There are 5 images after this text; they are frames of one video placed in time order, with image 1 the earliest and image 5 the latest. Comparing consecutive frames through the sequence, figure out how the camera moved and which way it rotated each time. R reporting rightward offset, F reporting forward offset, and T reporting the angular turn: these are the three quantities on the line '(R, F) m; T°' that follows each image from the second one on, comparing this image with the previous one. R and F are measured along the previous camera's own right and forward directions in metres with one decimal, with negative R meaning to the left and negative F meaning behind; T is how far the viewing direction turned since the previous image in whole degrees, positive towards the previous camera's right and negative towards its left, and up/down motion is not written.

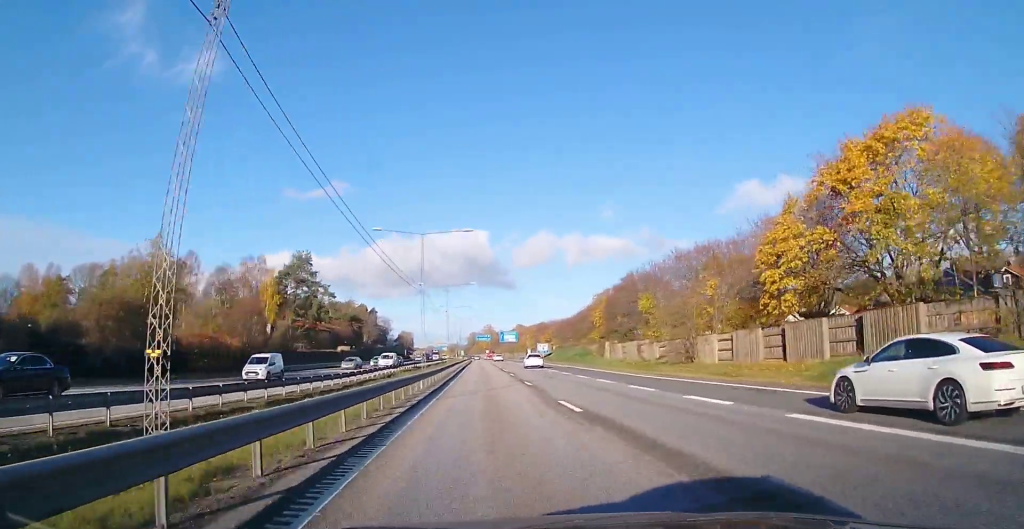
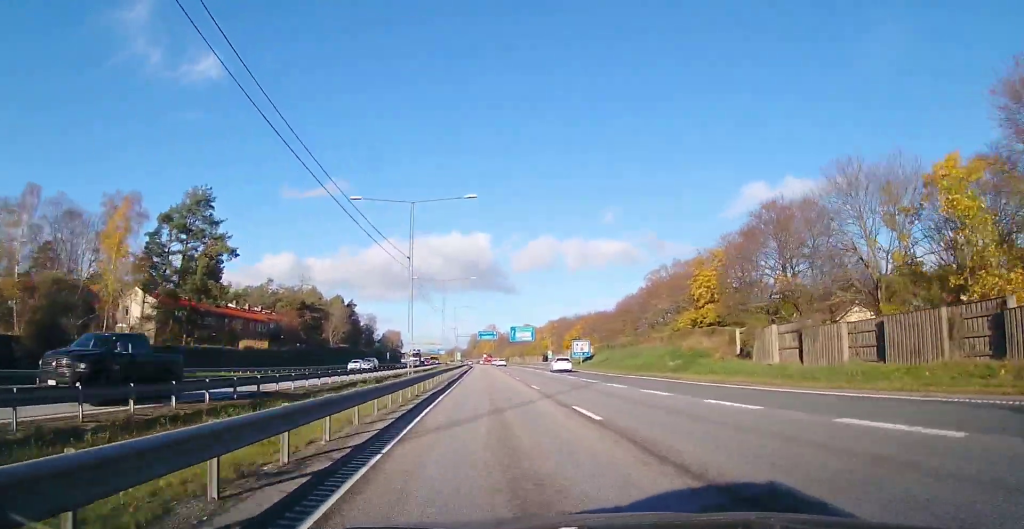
(+0.1, +49.6) m; 0°
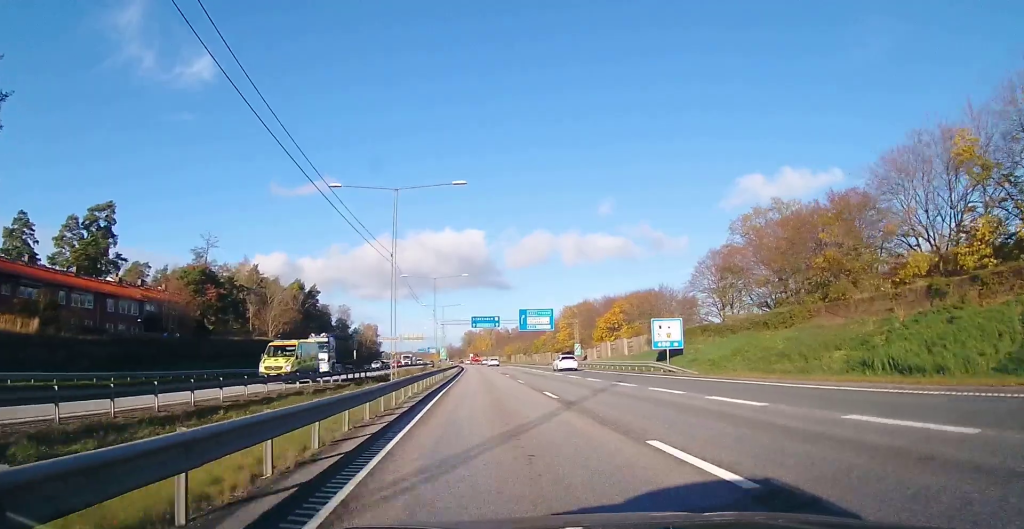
(-0.1, +42.5) m; 0°
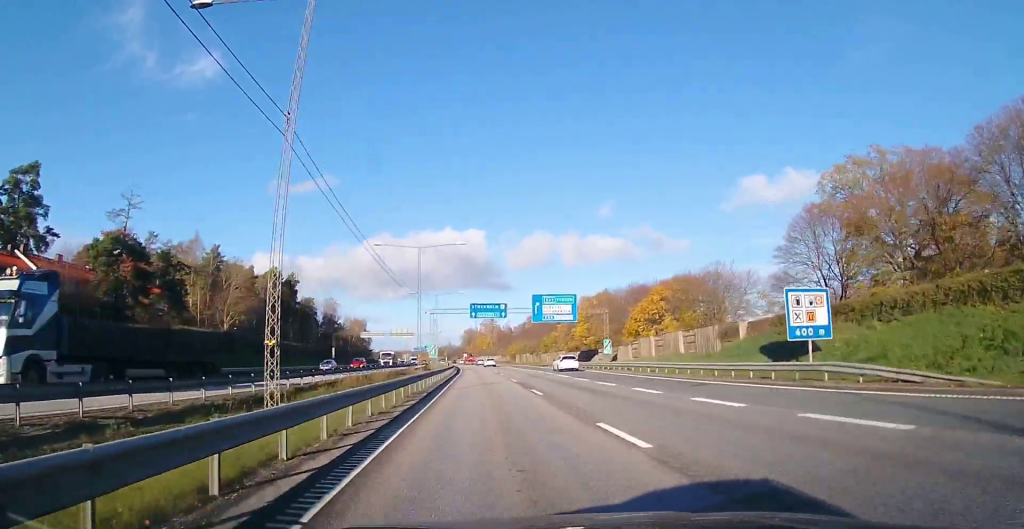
(+0.1, +21.2) m; 0°
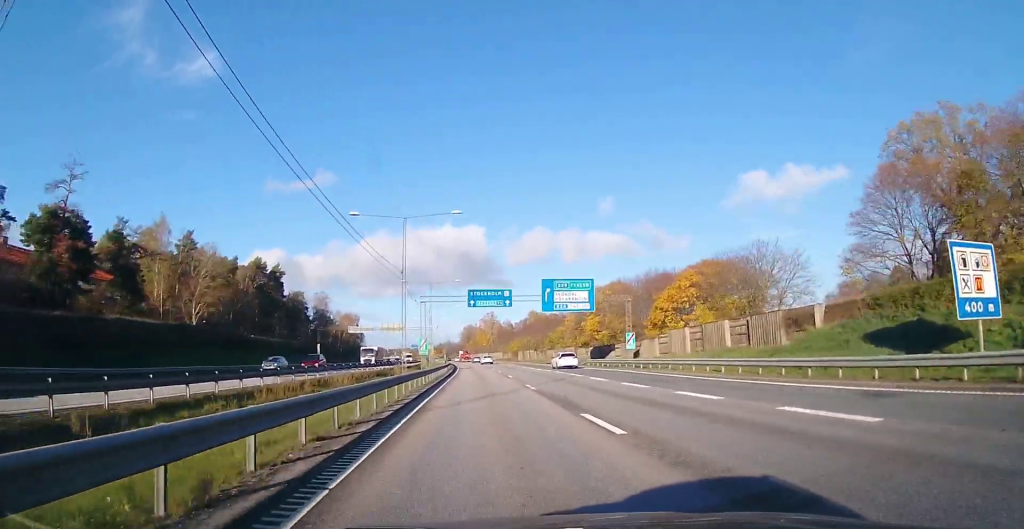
(+0.1, +11.0) m; 0°
